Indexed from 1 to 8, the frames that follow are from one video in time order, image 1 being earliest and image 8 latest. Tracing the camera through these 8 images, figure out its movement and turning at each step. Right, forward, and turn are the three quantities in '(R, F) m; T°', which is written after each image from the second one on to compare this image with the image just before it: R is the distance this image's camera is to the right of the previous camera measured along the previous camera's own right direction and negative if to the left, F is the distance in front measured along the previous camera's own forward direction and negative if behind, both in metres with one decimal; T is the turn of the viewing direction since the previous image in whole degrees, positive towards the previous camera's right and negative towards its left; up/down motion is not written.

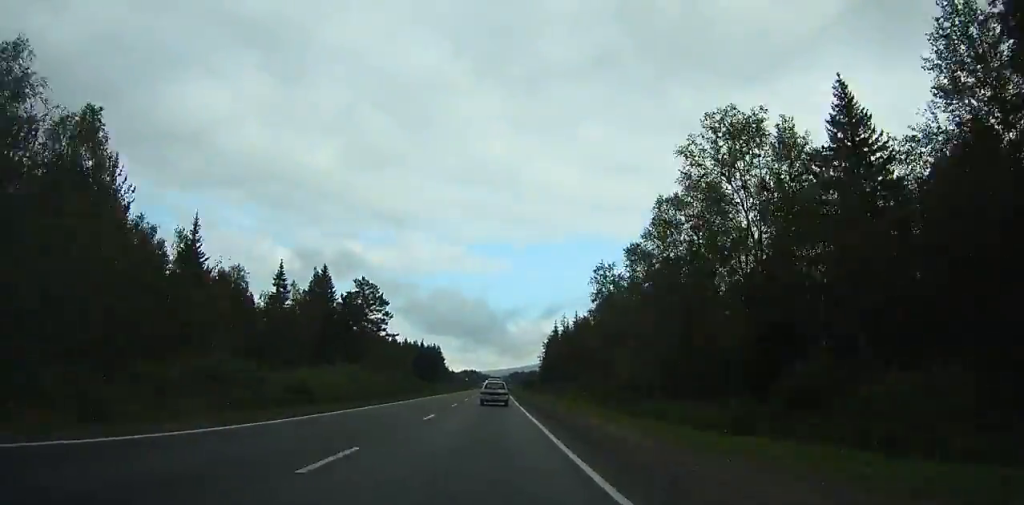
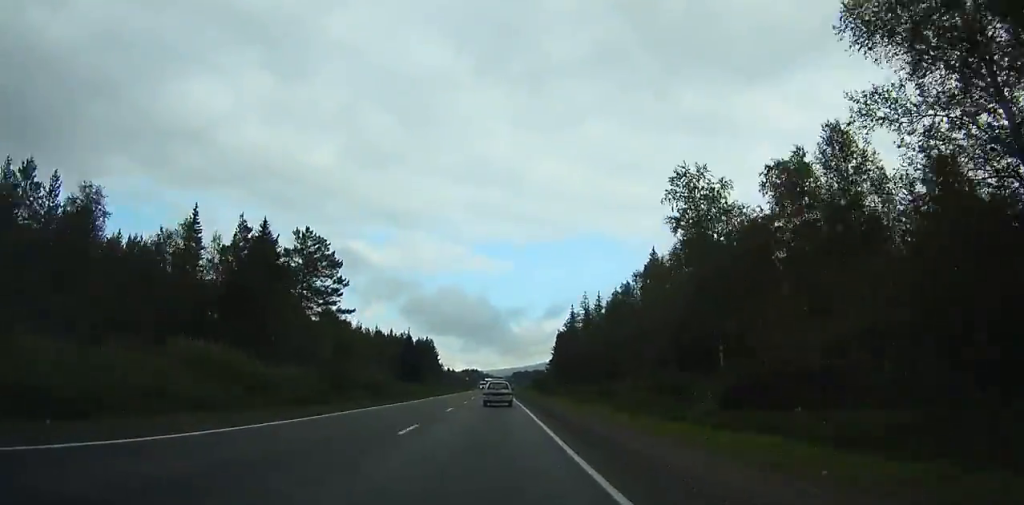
(0.0, +29.8) m; 0°
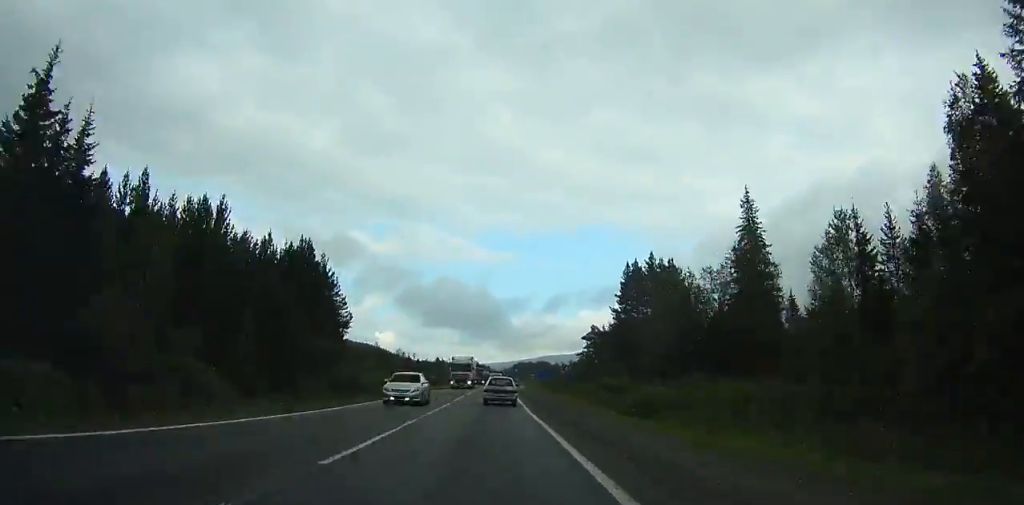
(-0.3, +111.3) m; 0°
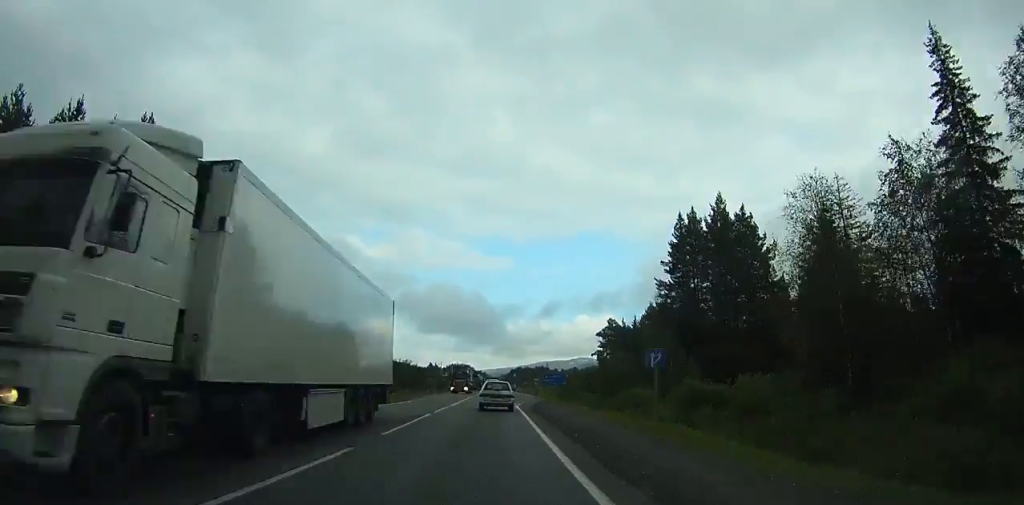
(+0.1, +30.5) m; 0°
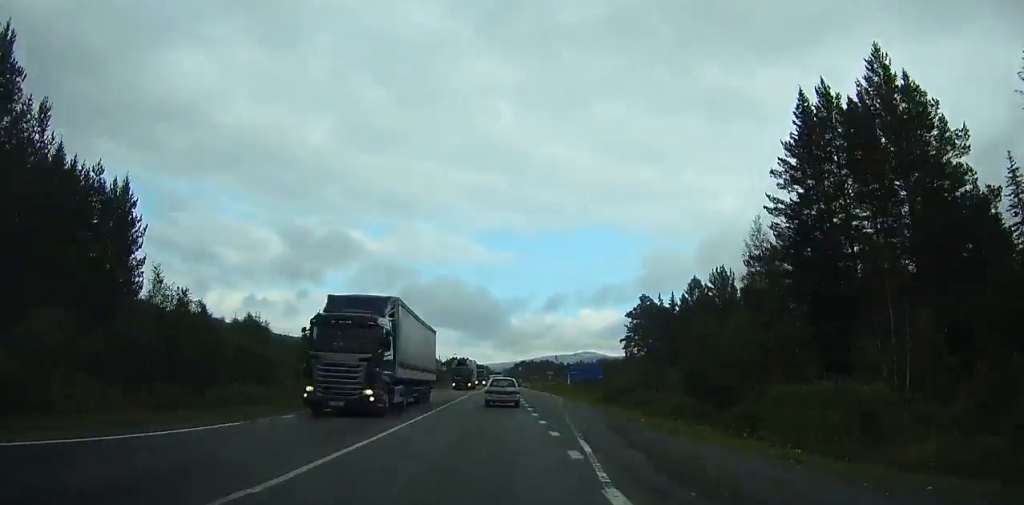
(0.0, +28.6) m; 0°
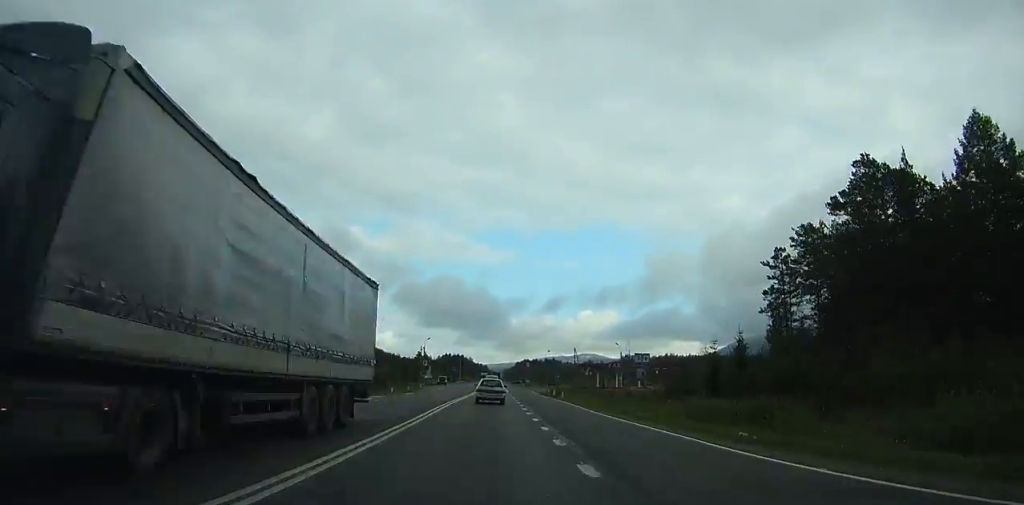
(0.0, +71.2) m; 0°
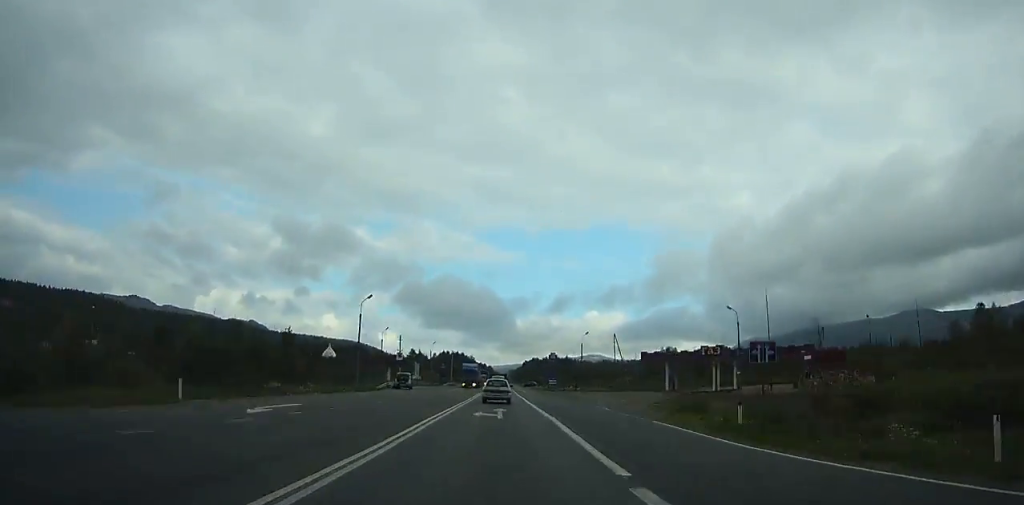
(-0.2, +62.2) m; 0°
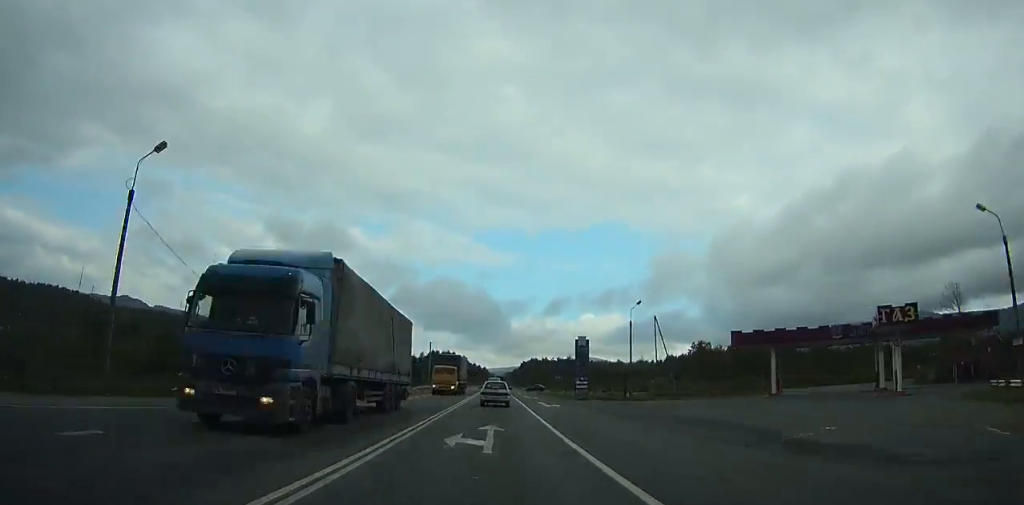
(-0.2, +40.1) m; 0°
